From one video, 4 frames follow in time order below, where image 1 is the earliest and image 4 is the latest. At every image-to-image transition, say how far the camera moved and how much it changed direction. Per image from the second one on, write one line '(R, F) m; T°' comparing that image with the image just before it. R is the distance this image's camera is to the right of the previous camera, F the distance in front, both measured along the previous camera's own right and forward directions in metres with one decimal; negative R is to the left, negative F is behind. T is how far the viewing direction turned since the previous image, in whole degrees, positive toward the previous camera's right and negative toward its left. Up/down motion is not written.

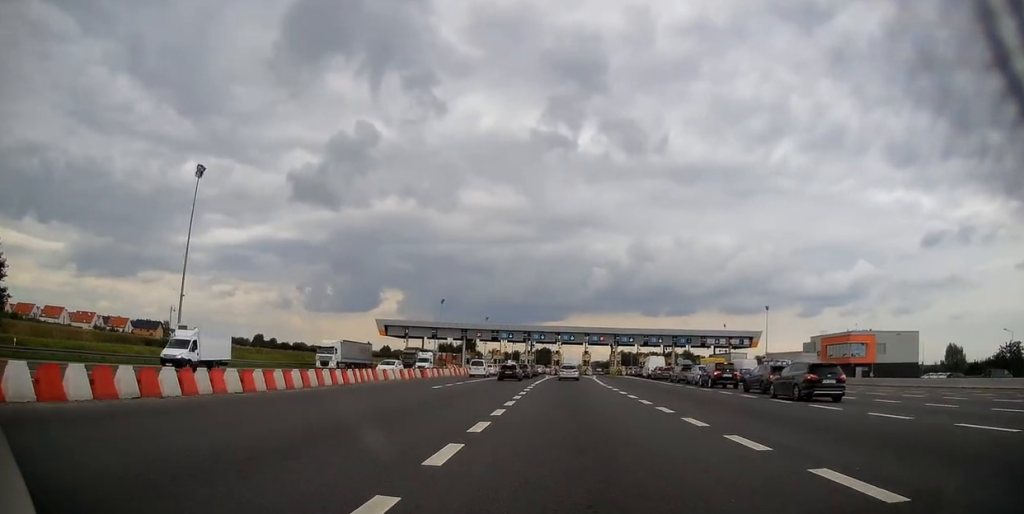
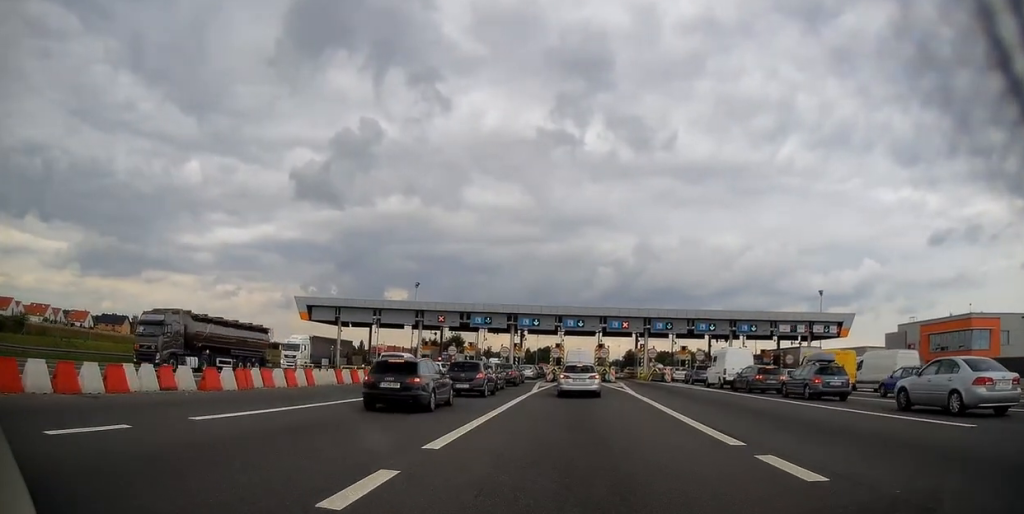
(+0.2, +34.9) m; -1°
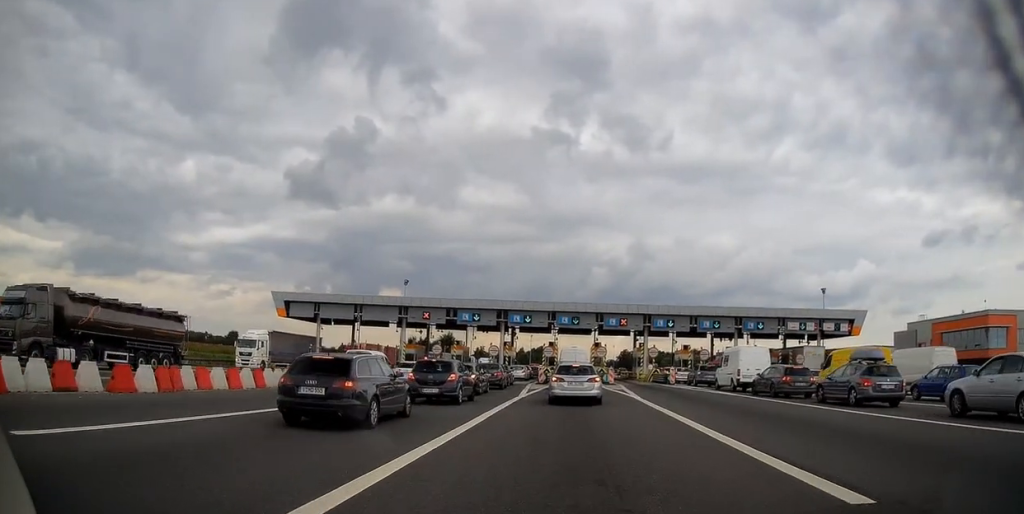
(-0.1, +4.2) m; +1°
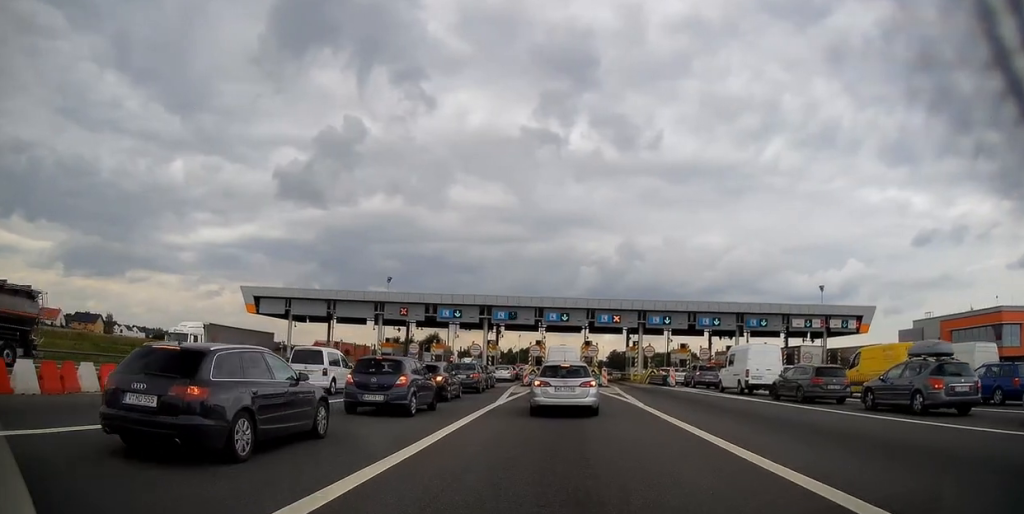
(+0.2, +4.3) m; +4°
